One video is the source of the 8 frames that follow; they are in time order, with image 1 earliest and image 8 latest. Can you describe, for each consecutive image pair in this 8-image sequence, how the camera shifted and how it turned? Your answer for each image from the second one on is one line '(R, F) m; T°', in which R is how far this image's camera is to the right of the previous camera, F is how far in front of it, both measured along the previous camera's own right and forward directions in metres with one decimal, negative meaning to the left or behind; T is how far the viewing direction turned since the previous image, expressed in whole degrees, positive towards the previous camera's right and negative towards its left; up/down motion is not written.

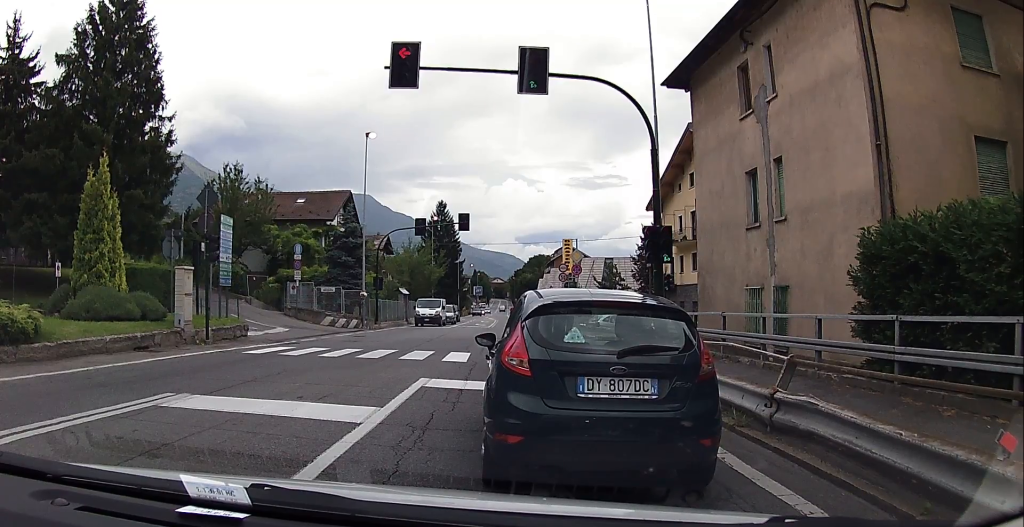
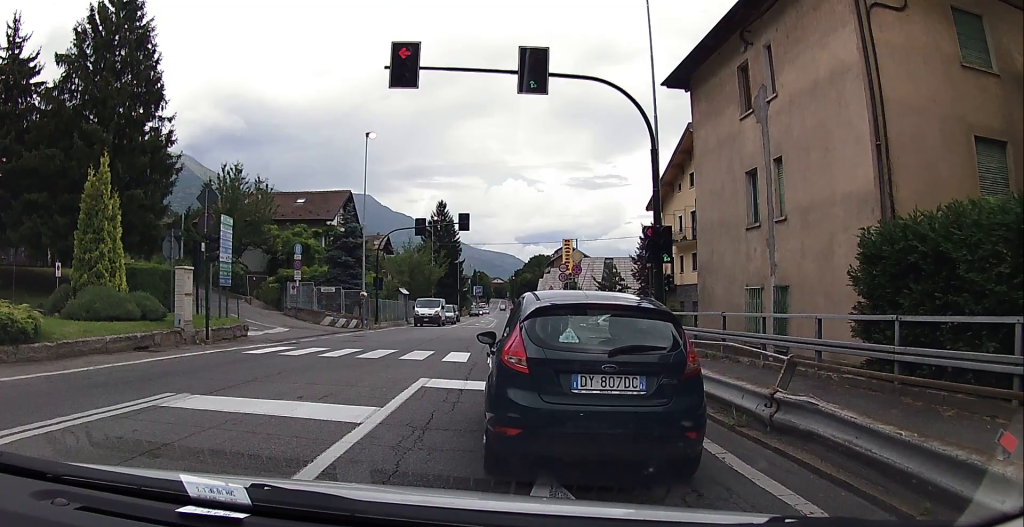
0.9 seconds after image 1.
(0.0, 0.0) m; 0°
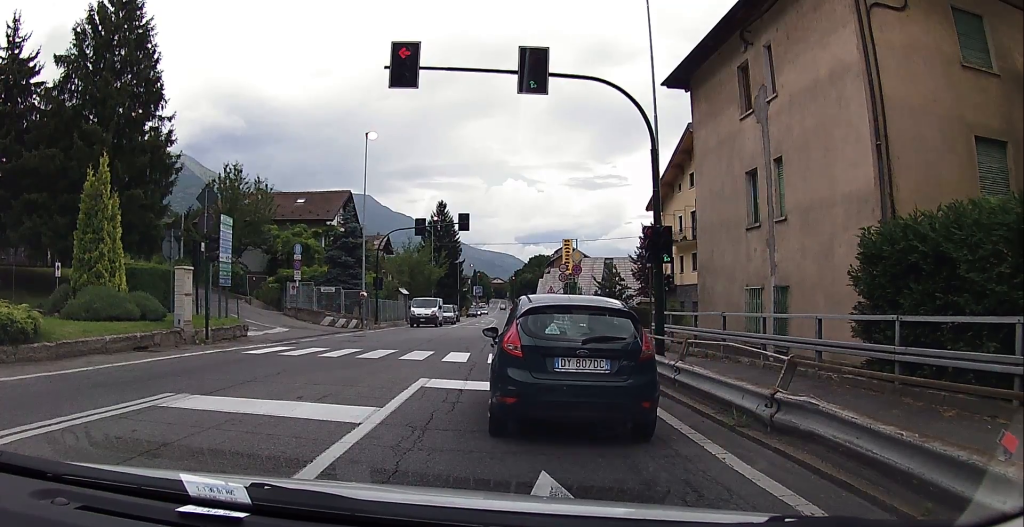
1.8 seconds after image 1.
(0.0, 0.0) m; 0°
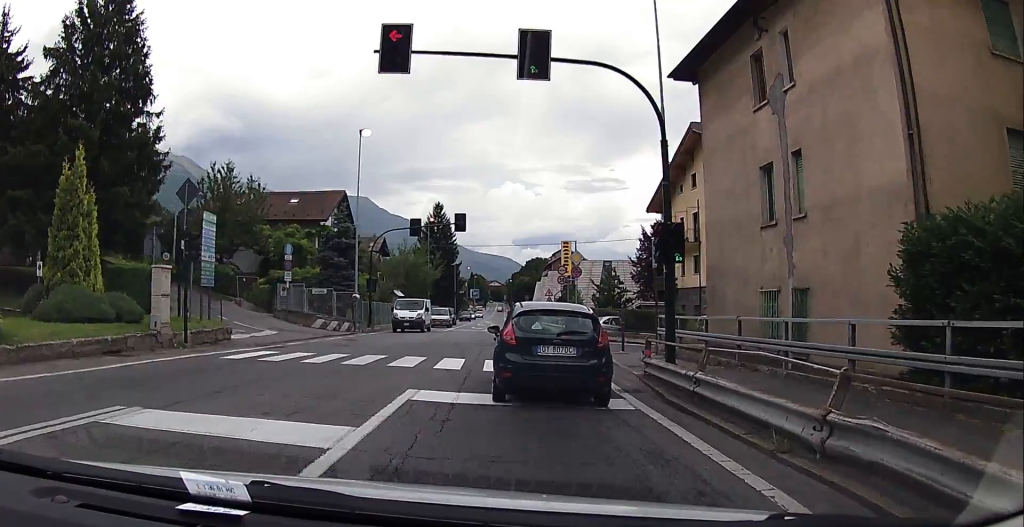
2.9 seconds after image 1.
(0.0, 0.0) m; 0°
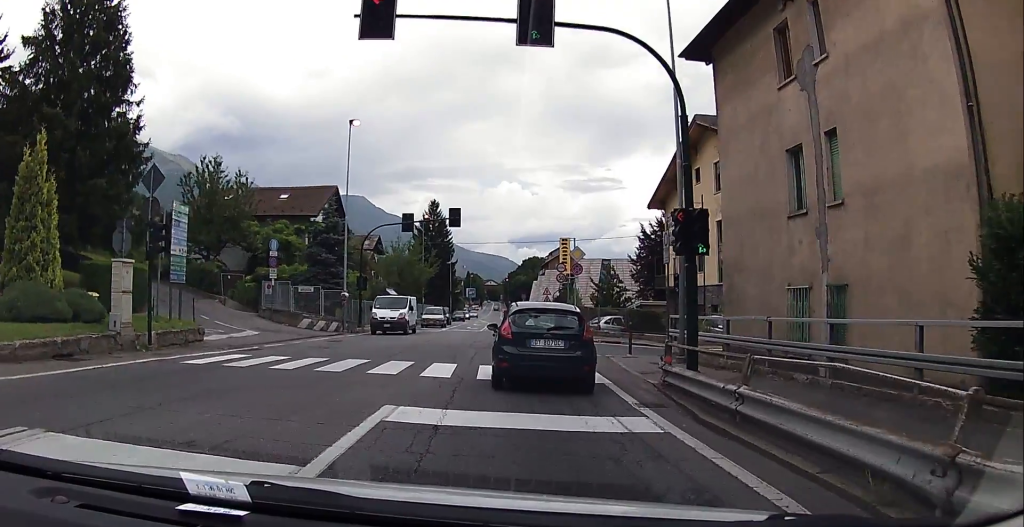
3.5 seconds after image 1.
(+0.1, +0.4) m; 0°
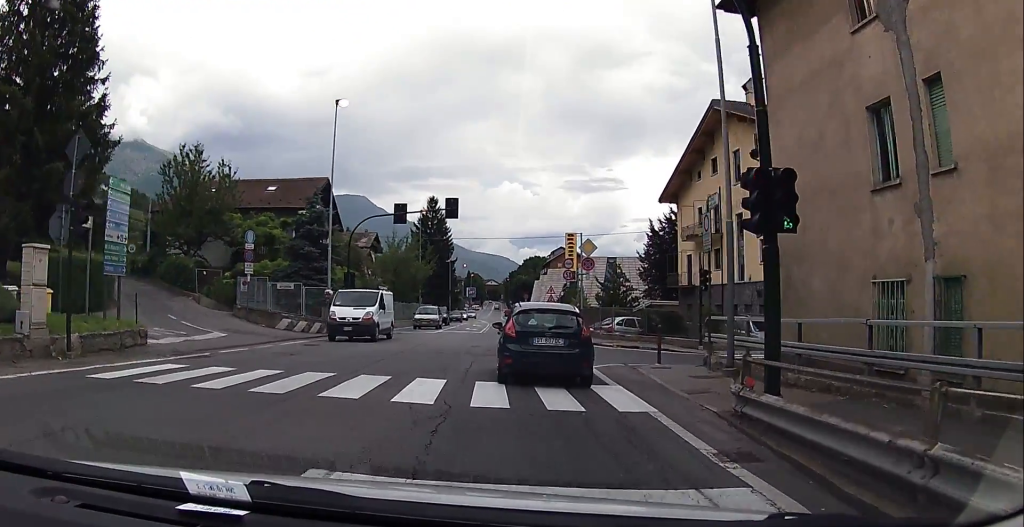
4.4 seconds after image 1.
(+0.4, +2.2) m; 0°
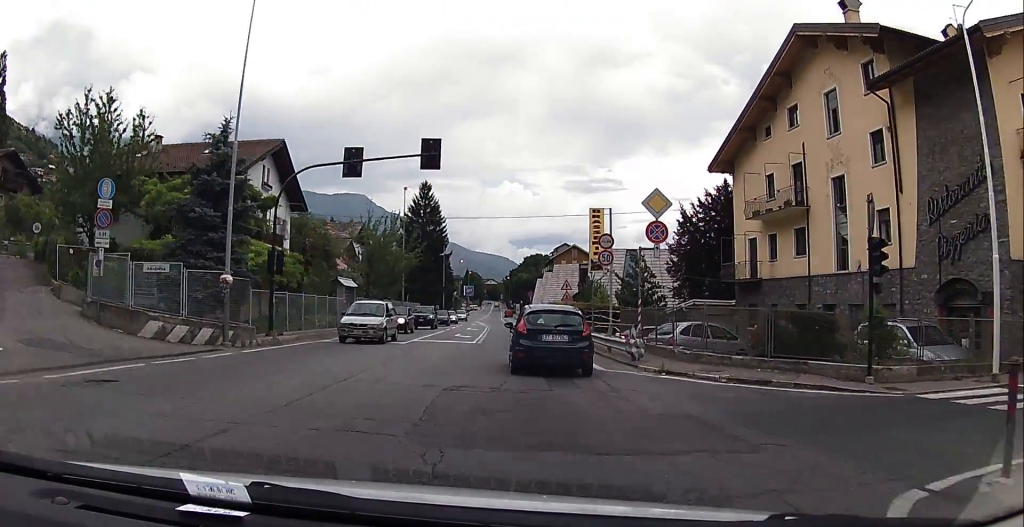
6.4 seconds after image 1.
(+0.2, +13.4) m; +2°
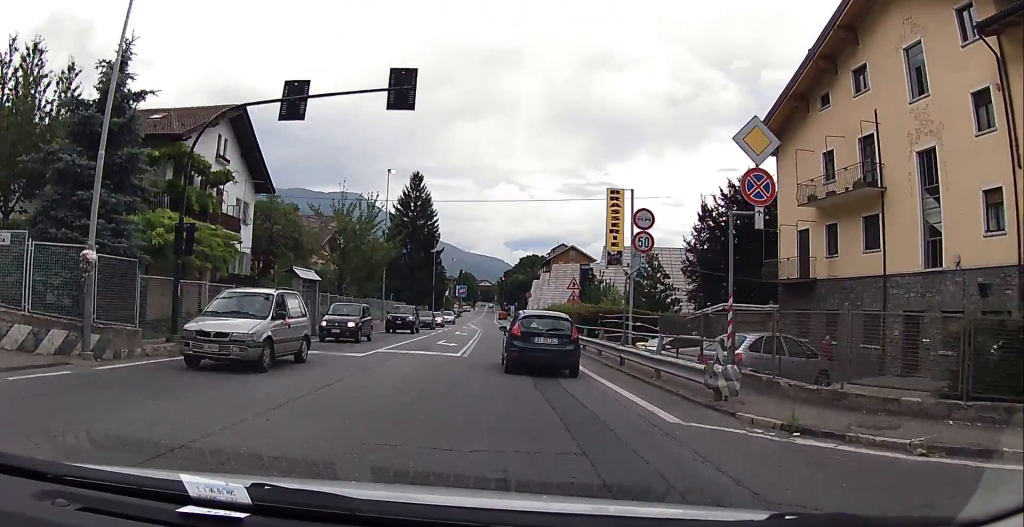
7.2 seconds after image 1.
(-0.3, +7.6) m; -1°
